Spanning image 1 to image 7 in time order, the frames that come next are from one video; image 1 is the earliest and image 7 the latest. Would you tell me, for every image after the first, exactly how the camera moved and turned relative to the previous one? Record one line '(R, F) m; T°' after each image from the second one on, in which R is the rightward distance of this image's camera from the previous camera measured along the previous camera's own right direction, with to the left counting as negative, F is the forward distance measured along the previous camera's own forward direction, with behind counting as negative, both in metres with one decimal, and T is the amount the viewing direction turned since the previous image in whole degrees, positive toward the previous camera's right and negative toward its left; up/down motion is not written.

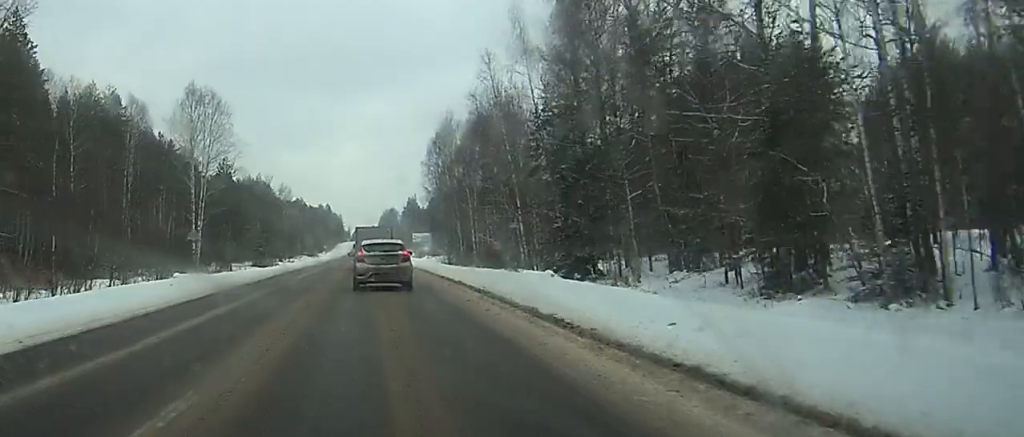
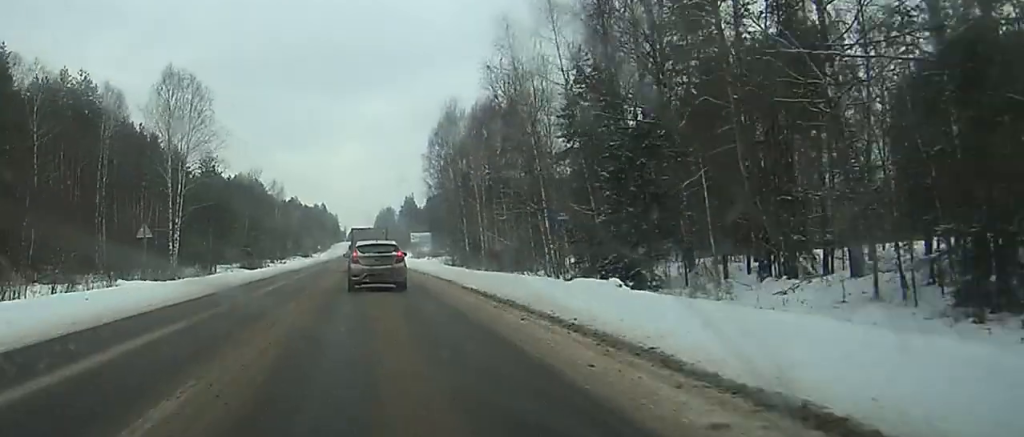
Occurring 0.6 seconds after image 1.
(0.0, +11.1) m; 0°
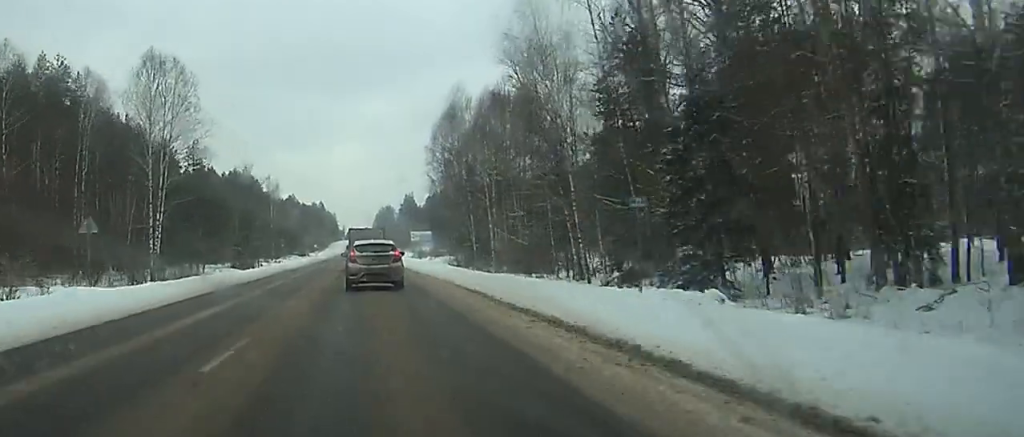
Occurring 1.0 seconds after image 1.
(0.0, +8.4) m; 0°
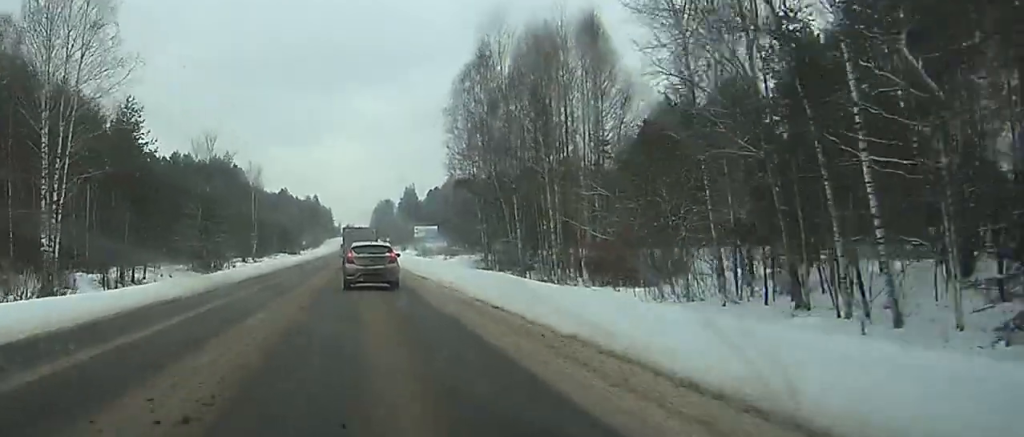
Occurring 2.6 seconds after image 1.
(+0.2, +30.1) m; +1°
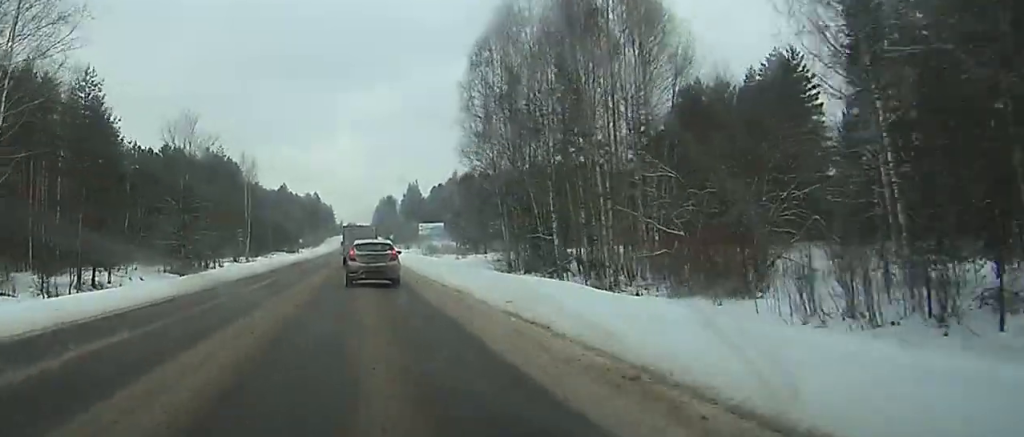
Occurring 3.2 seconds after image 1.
(0.0, +12.8) m; 0°
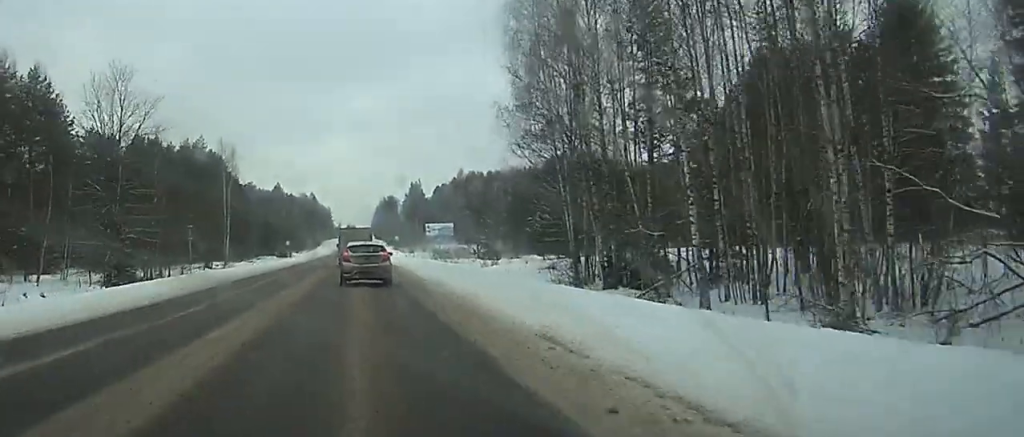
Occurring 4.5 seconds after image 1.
(0.0, +25.0) m; 0°
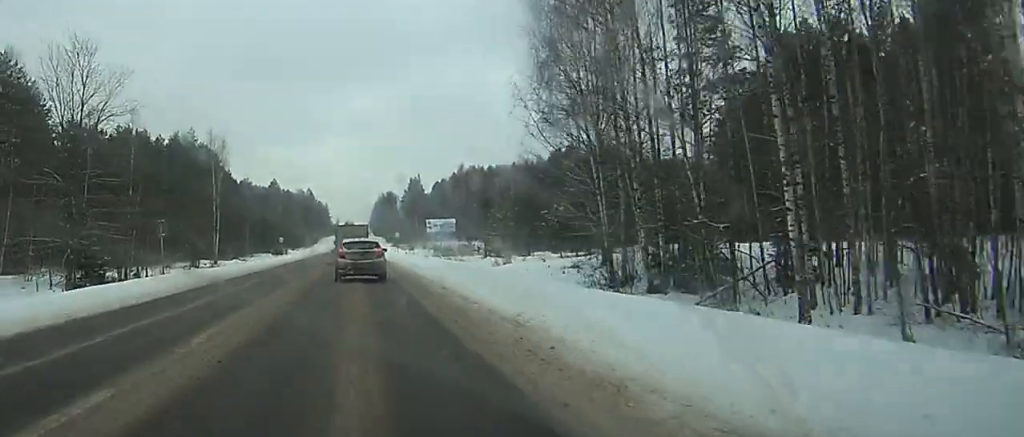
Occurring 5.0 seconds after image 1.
(0.0, +8.4) m; 0°
